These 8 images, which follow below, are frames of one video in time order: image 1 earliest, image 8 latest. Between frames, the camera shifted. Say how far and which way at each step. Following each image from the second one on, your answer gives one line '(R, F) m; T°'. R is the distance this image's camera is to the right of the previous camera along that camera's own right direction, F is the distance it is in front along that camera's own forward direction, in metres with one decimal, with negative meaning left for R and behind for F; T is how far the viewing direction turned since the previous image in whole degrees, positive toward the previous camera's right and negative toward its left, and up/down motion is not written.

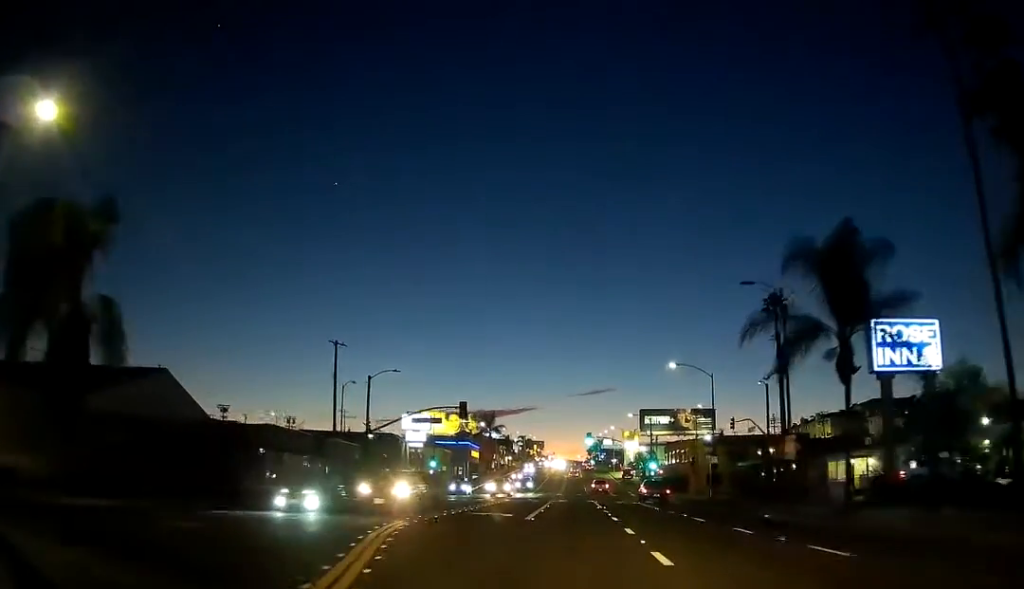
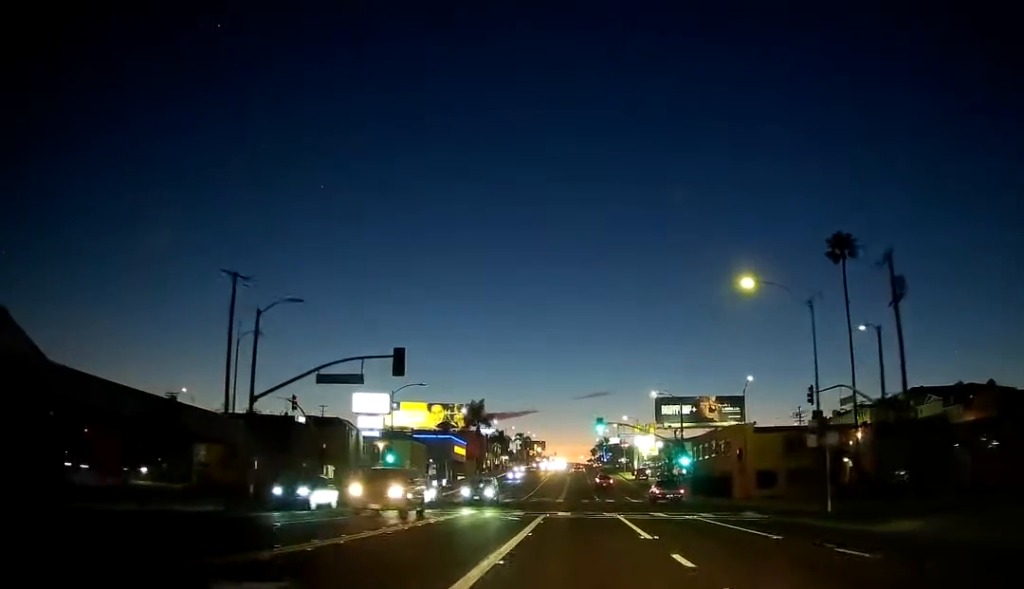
(0.0, +21.8) m; -1°
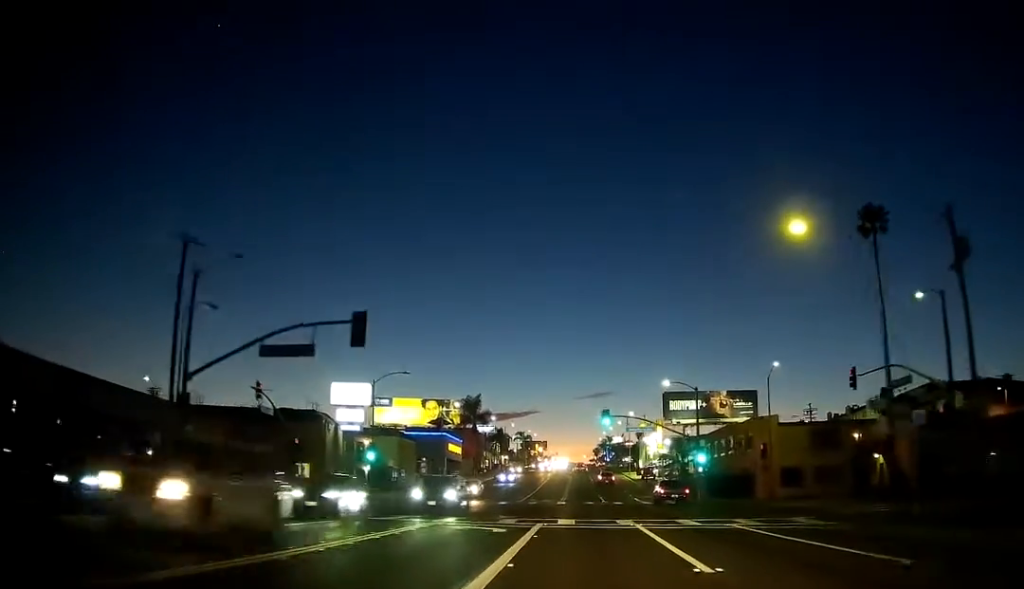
(-0.1, +7.5) m; 0°
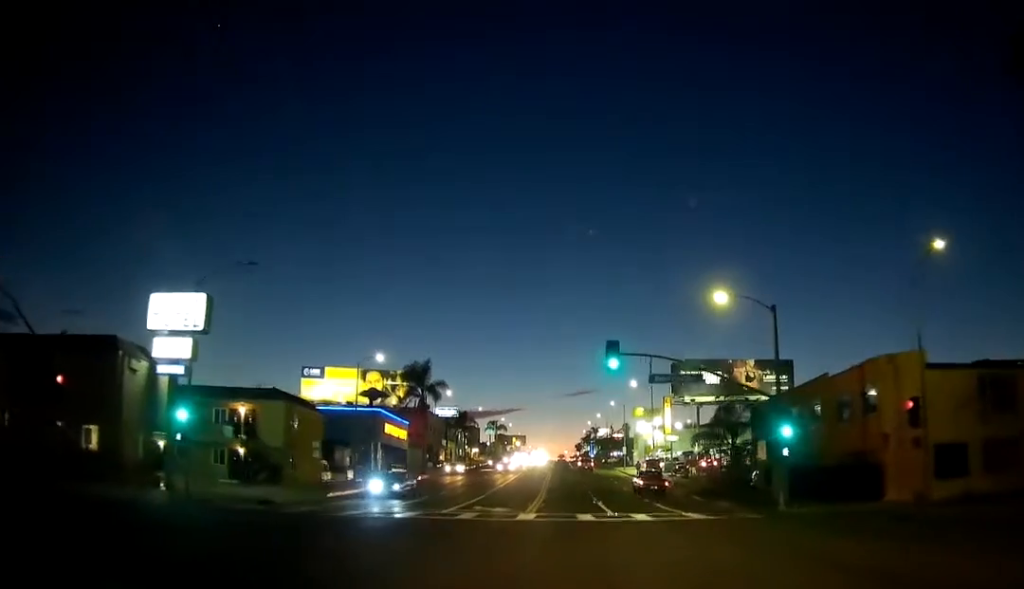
(+0.4, +28.4) m; +1°
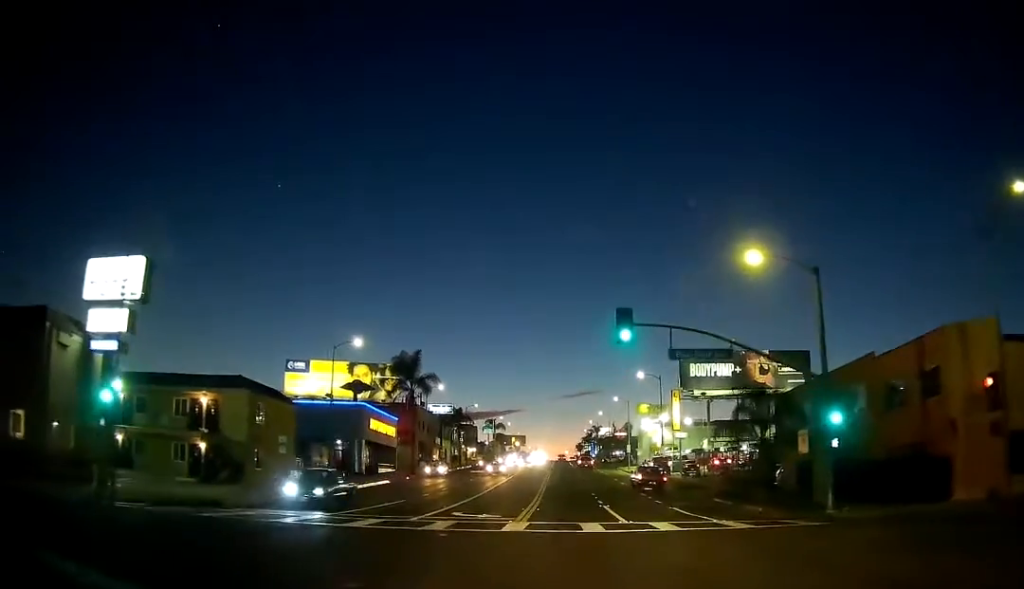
(+0.1, +6.2) m; 0°
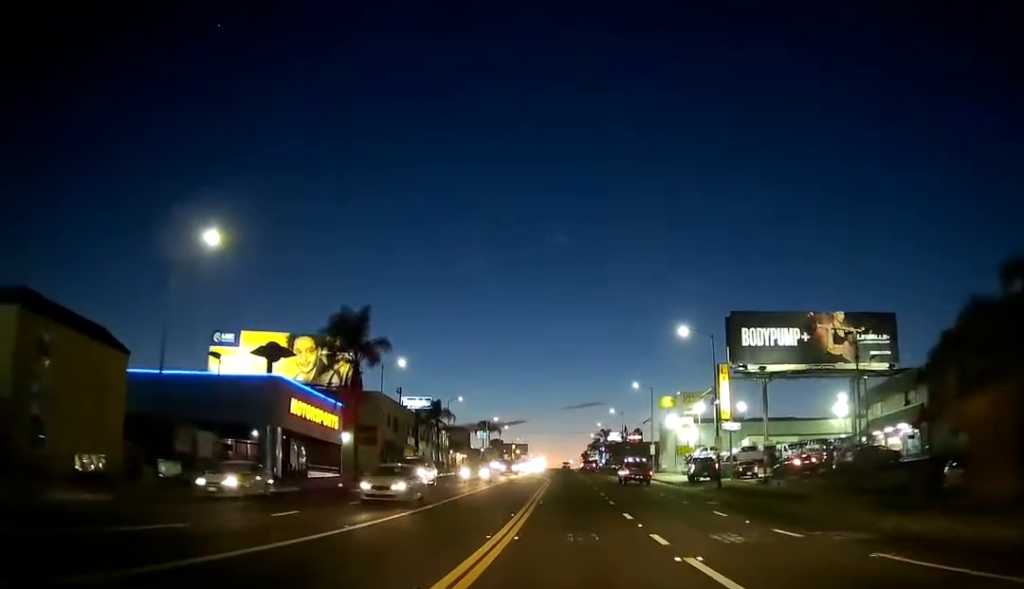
(-0.5, +23.3) m; -1°
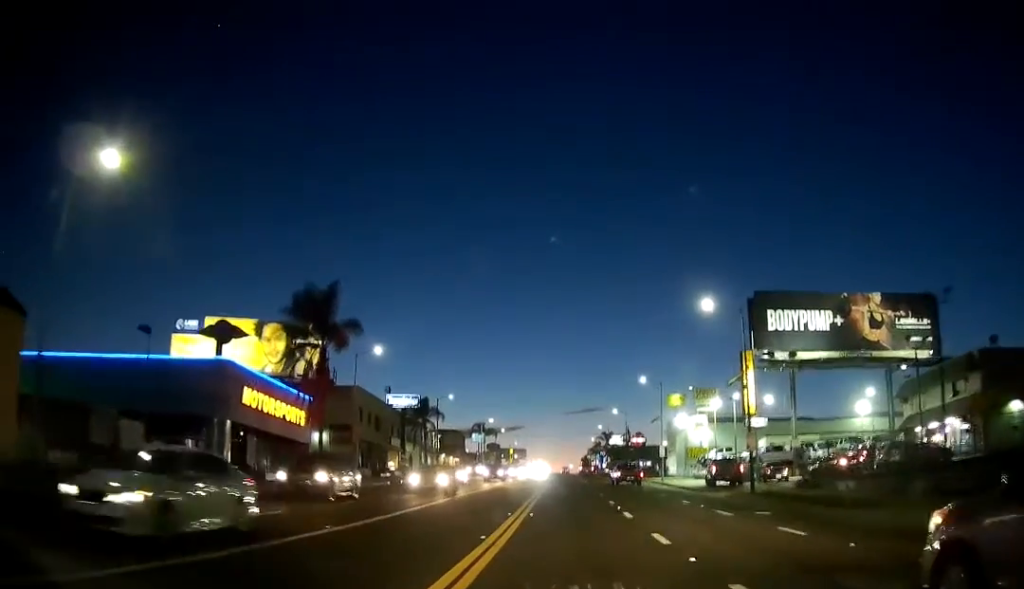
(0.0, +7.9) m; 0°
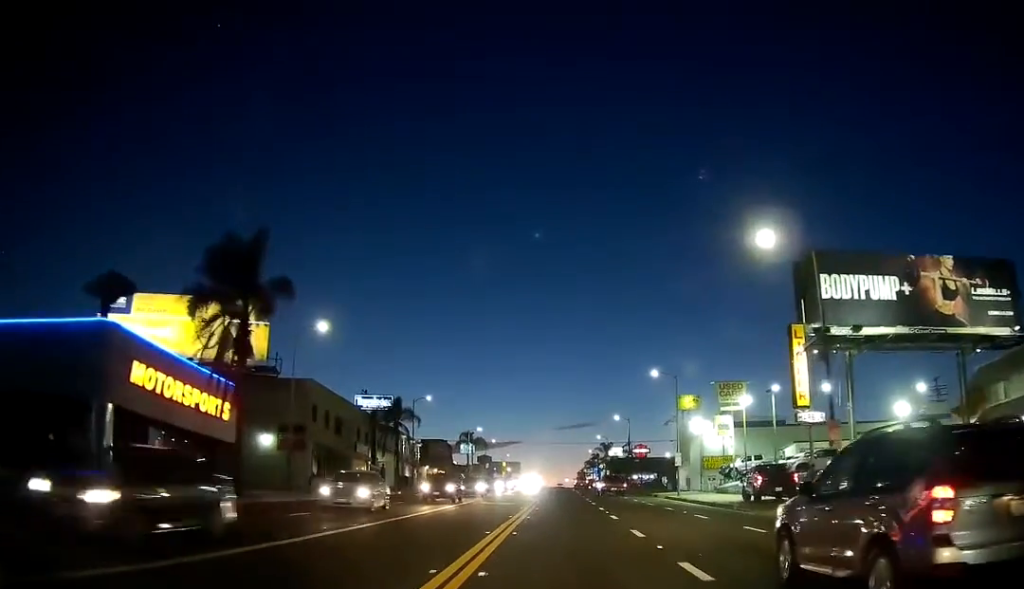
(+0.2, +12.4) m; +1°
